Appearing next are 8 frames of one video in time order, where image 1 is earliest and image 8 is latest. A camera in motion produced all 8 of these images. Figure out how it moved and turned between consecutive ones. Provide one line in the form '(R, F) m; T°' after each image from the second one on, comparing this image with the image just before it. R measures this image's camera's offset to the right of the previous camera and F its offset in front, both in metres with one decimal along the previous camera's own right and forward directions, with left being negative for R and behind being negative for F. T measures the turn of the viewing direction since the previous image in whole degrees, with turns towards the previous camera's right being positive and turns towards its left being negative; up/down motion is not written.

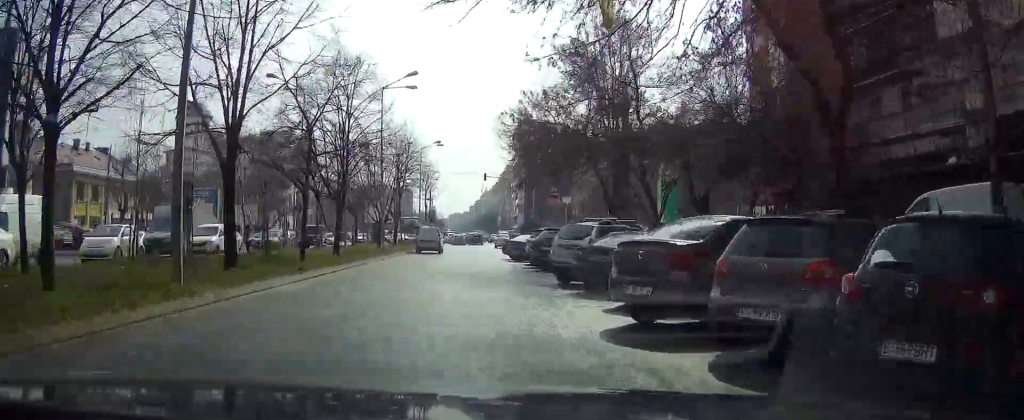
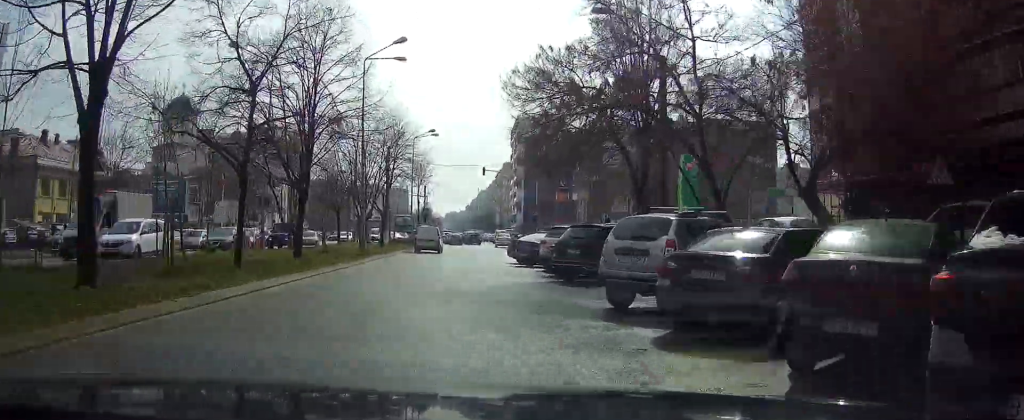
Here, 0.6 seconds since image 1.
(+0.1, +6.8) m; +1°
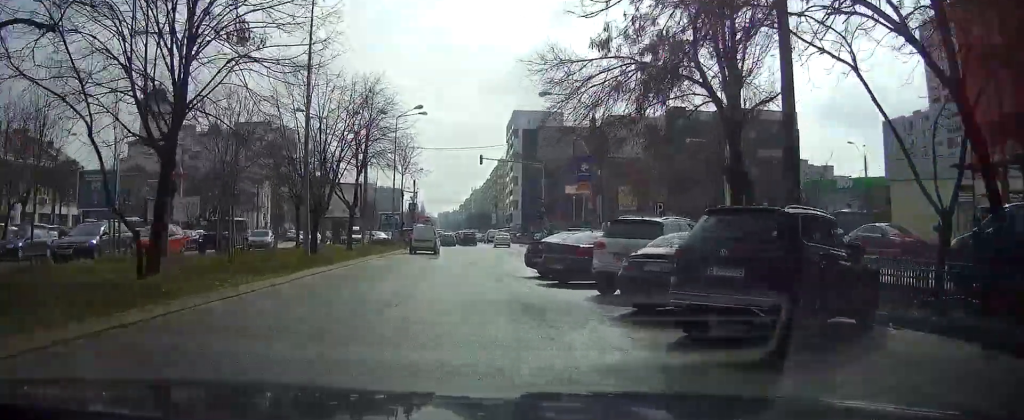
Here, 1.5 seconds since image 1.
(+0.1, +11.0) m; +2°
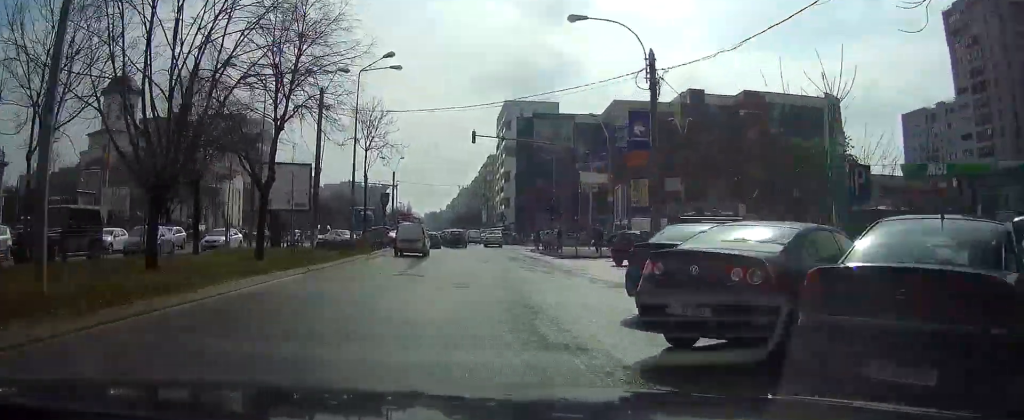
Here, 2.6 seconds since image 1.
(+0.3, +14.6) m; +3°
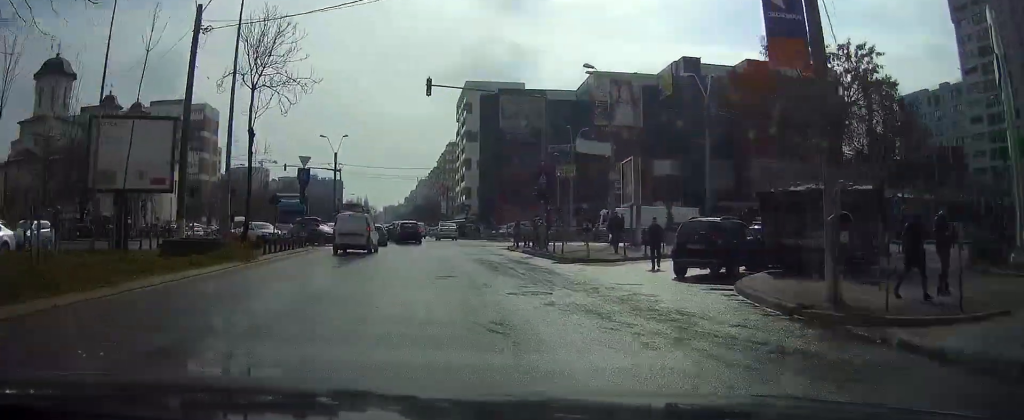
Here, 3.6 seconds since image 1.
(+0.6, +15.3) m; +3°
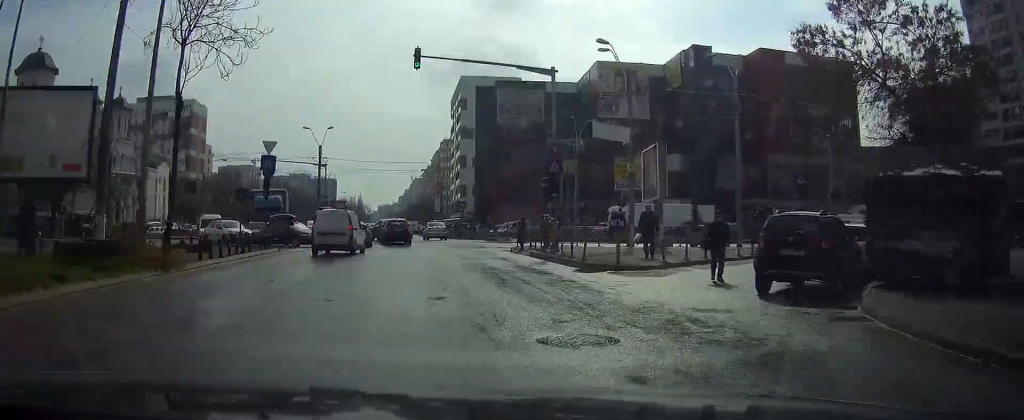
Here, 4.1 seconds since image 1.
(+0.1, +6.2) m; +1°
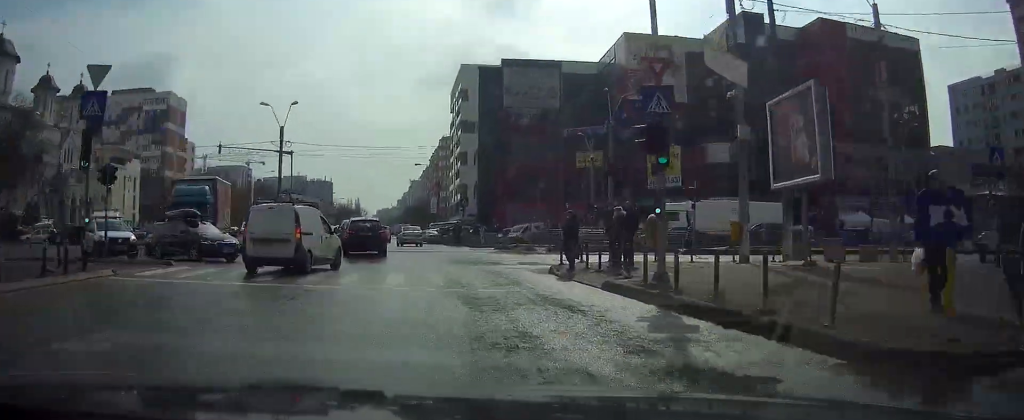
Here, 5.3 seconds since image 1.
(+0.1, +16.3) m; 0°
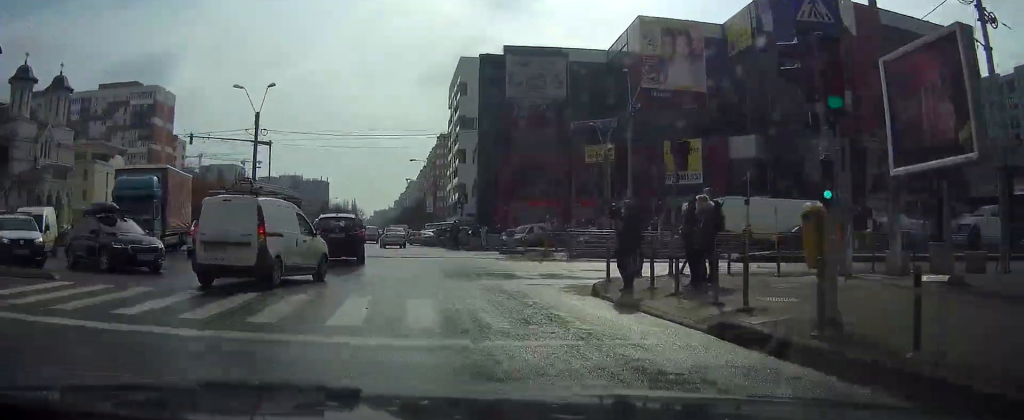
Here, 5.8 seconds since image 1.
(0.0, +6.8) m; +1°
